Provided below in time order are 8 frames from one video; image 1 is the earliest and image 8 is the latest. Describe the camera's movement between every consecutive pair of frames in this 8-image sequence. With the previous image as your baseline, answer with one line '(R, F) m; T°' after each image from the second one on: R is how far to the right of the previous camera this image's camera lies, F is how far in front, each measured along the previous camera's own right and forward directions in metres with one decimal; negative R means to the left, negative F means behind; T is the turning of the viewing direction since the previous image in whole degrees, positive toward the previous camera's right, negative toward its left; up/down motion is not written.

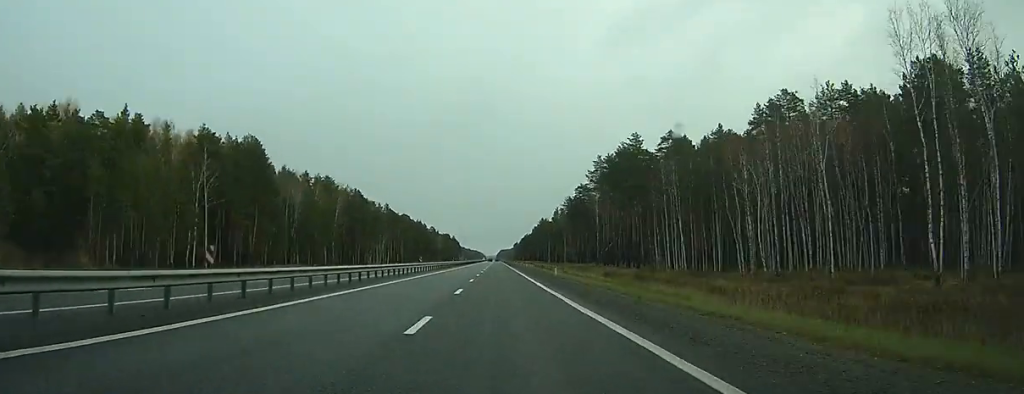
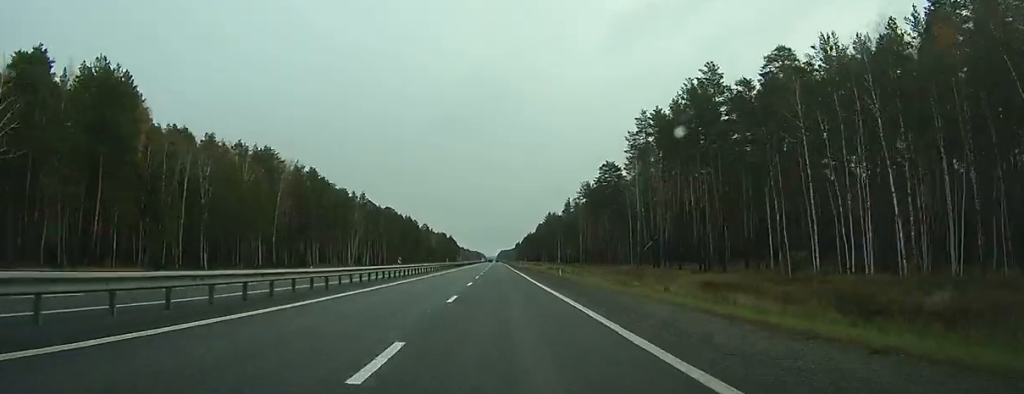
(+0.1, +52.7) m; 0°
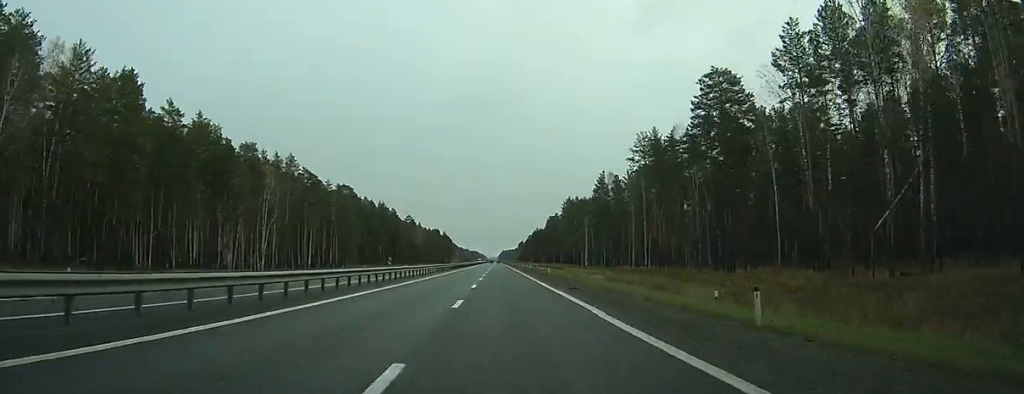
(-0.2, +83.3) m; 0°
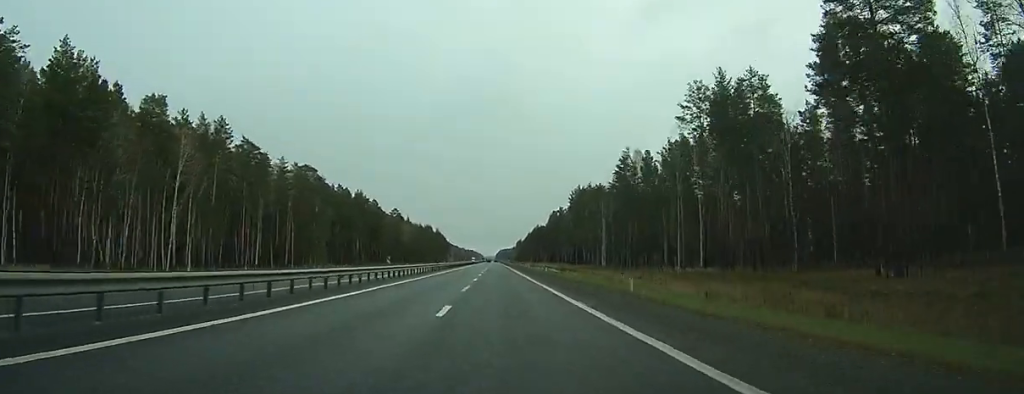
(0.0, +37.3) m; 0°
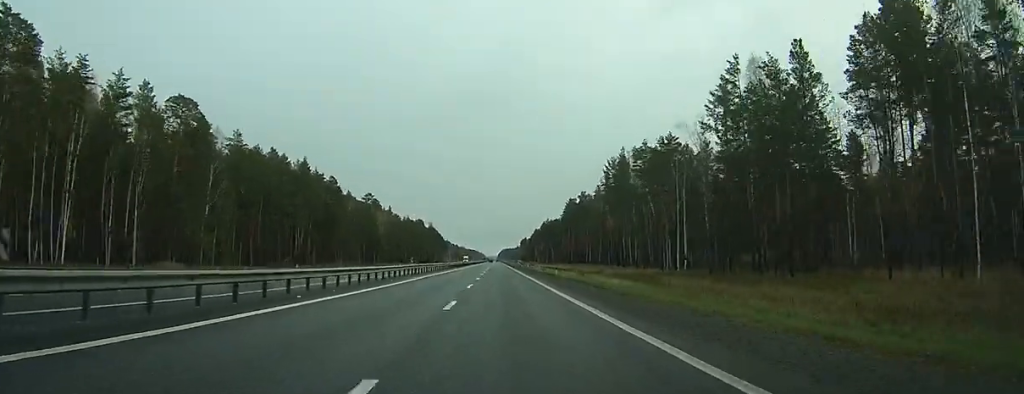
(+0.1, +71.4) m; 0°
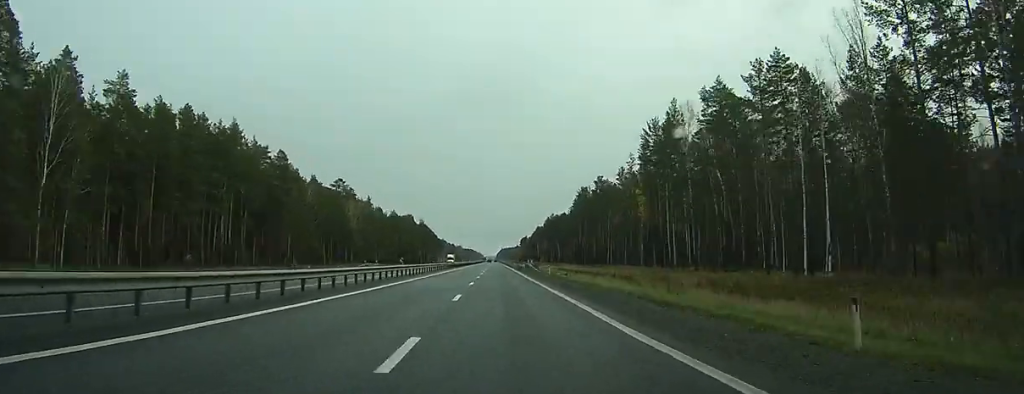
(0.0, +46.0) m; 0°
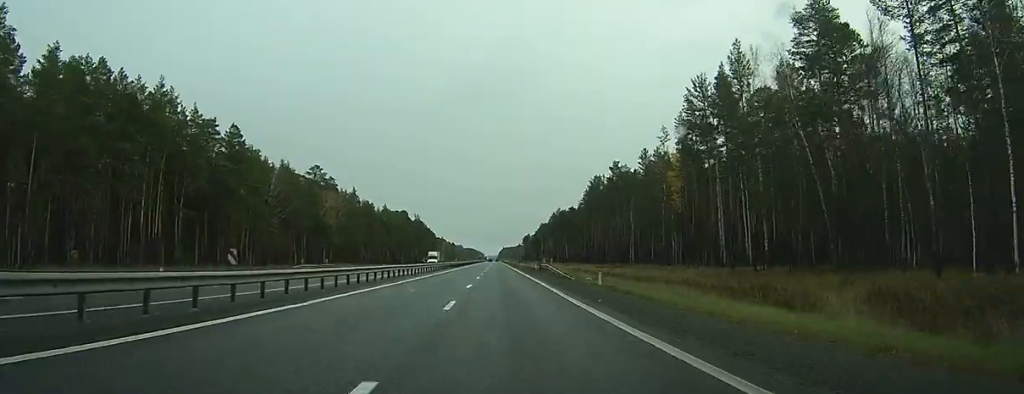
(0.0, +28.4) m; 0°
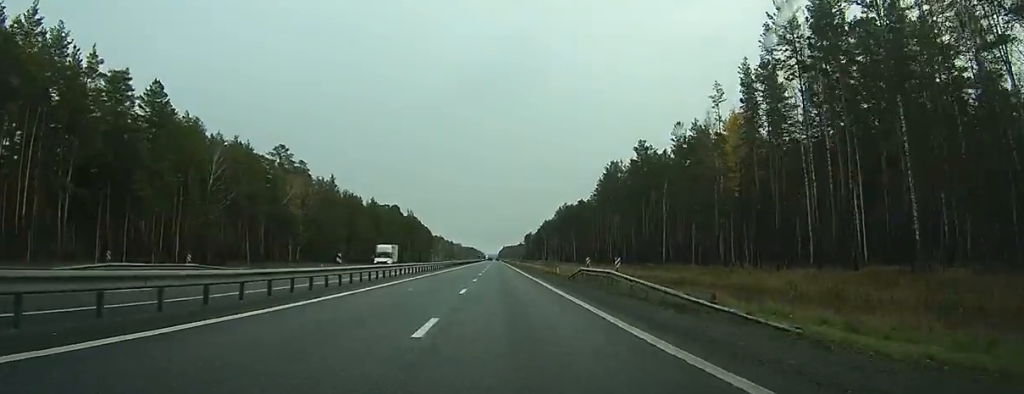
(0.0, +29.5) m; 0°
